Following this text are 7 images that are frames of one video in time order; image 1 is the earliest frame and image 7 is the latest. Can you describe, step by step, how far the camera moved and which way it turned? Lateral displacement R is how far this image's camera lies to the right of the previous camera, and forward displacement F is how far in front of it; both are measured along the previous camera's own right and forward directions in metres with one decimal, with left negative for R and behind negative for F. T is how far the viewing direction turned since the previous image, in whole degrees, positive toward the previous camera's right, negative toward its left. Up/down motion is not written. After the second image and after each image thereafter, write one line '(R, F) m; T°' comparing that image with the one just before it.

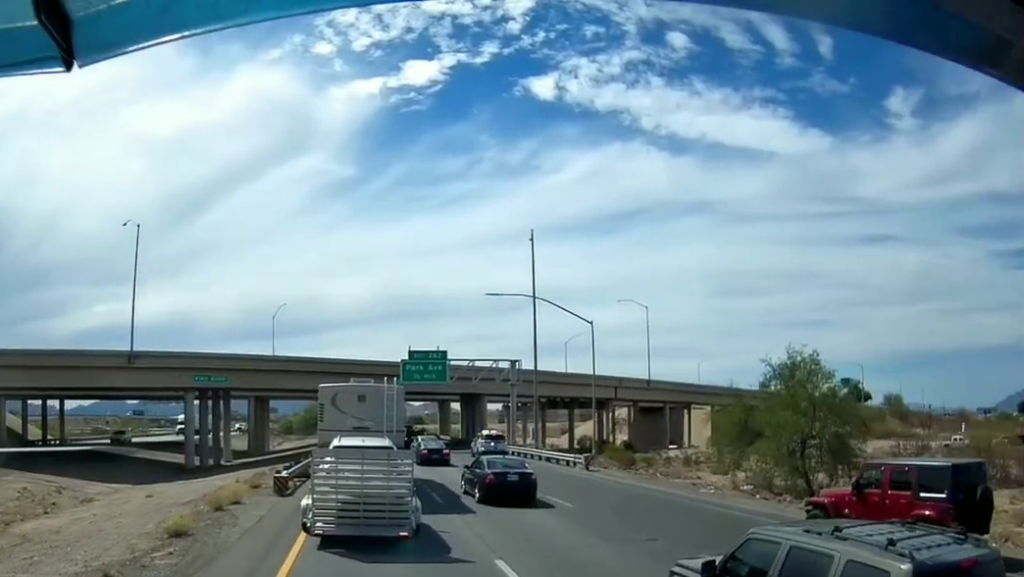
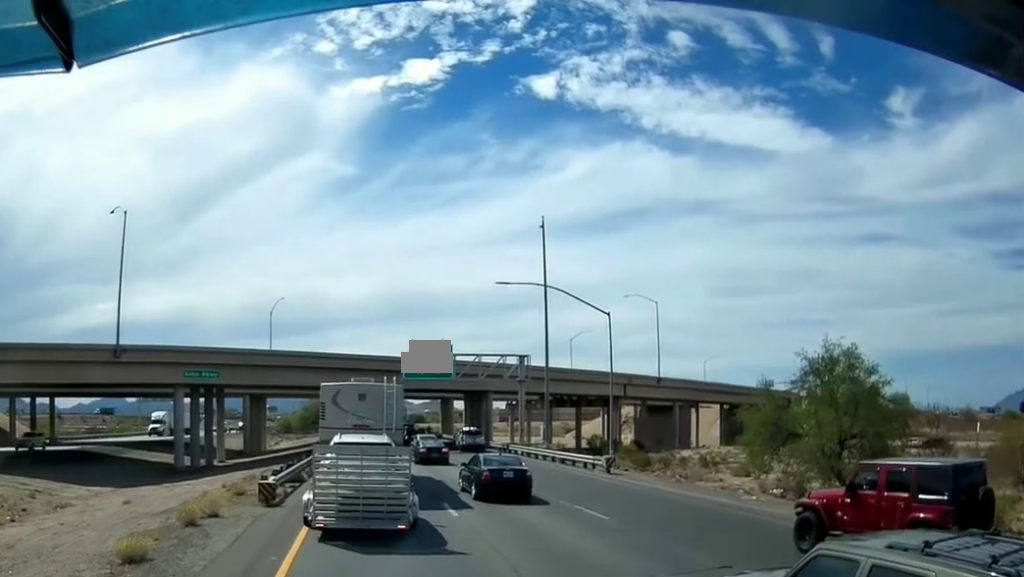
(0.0, +2.3) m; 0°
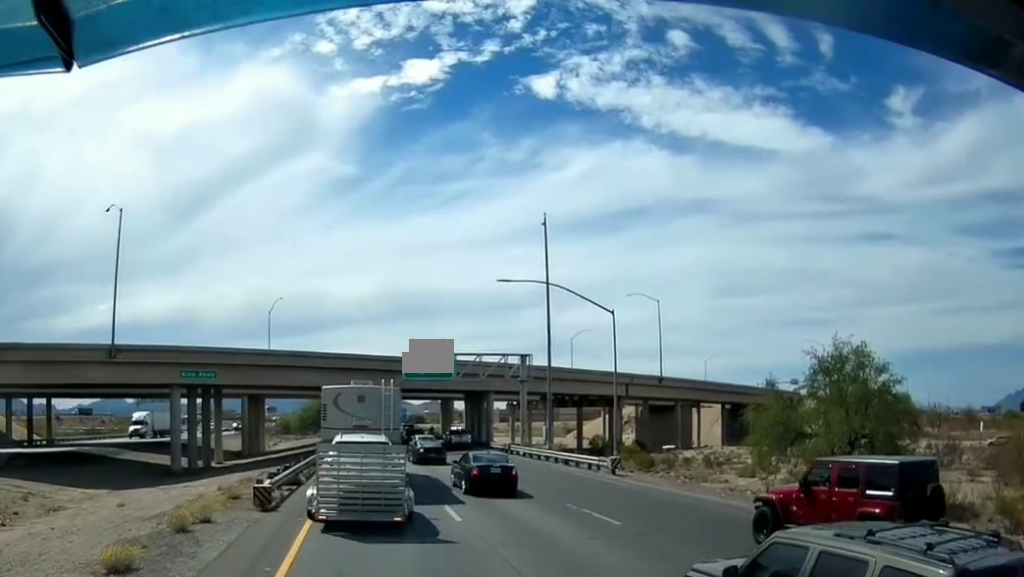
(0.0, +0.6) m; 0°
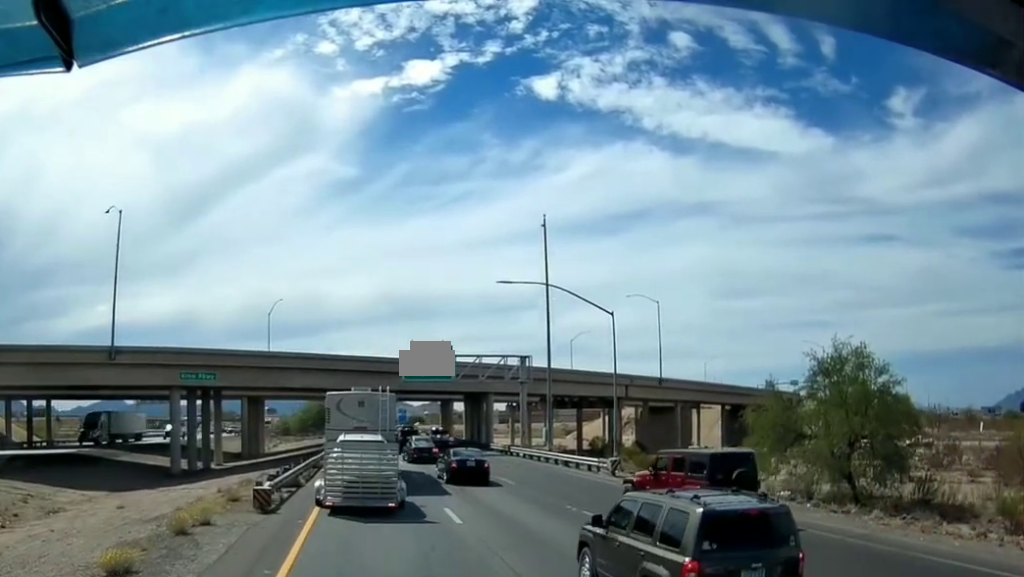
(0.0, +0.2) m; 0°
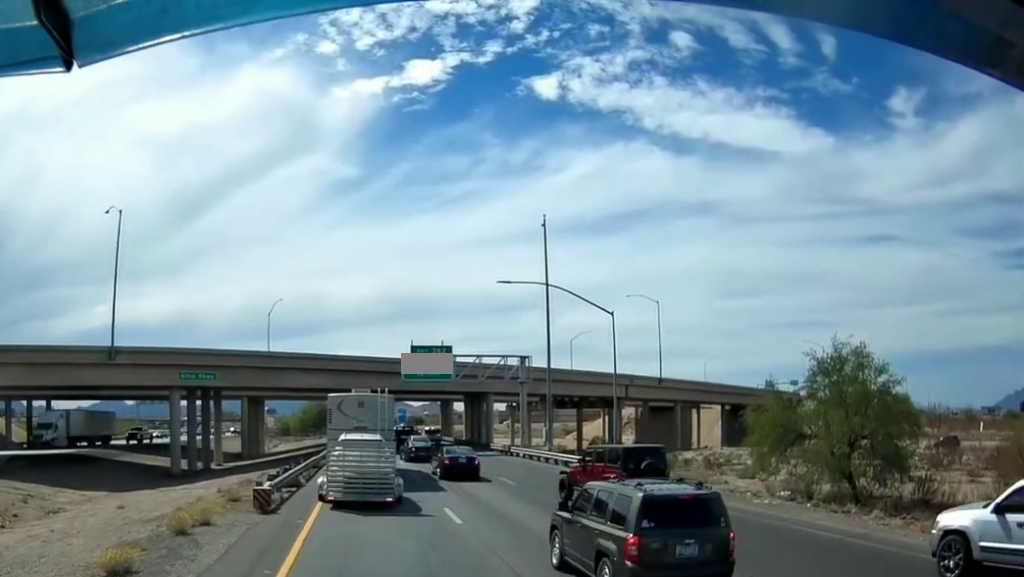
(0.0, +0.1) m; 0°
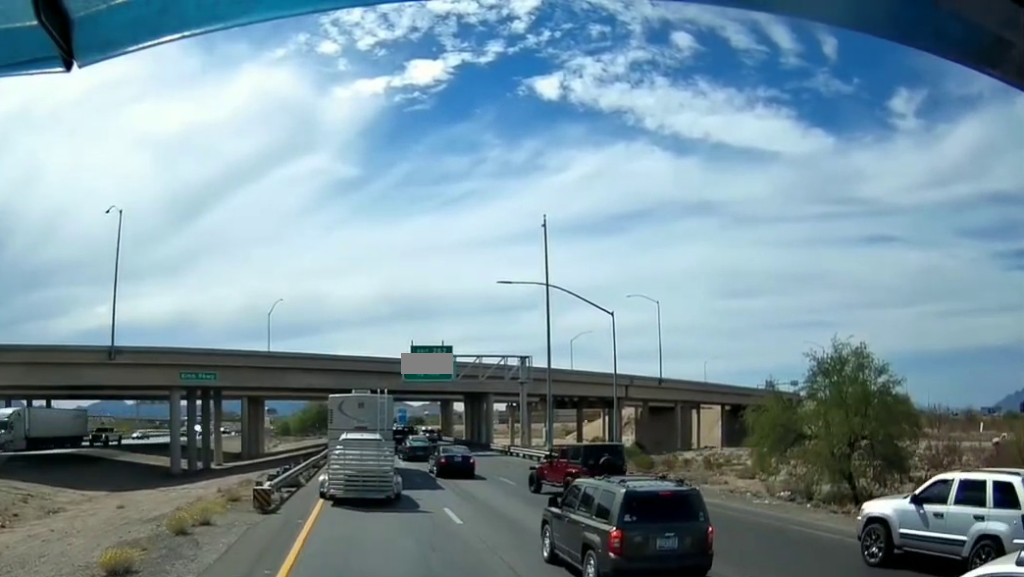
(0.0, +0.1) m; 0°
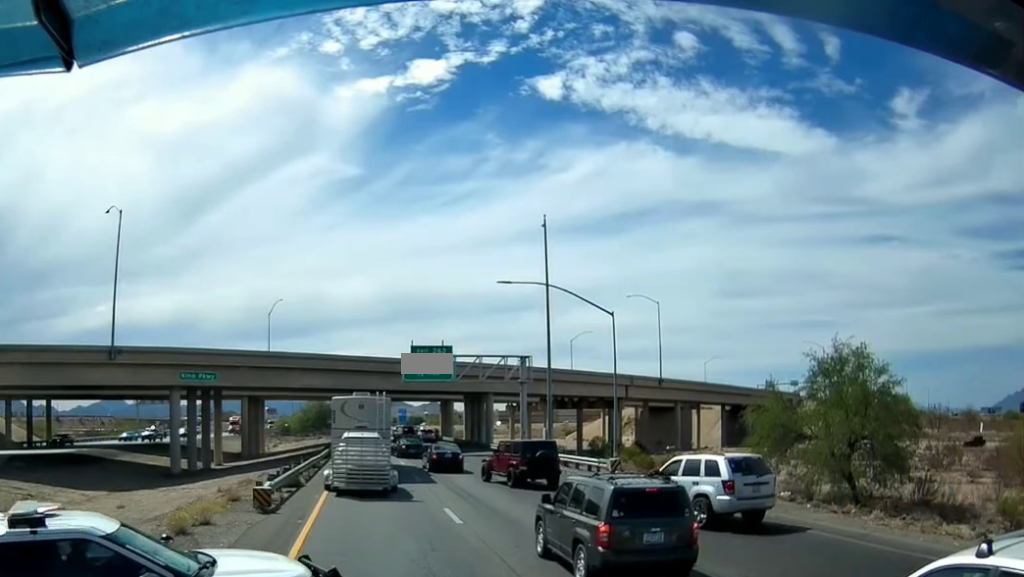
(0.0, +0.2) m; 0°
